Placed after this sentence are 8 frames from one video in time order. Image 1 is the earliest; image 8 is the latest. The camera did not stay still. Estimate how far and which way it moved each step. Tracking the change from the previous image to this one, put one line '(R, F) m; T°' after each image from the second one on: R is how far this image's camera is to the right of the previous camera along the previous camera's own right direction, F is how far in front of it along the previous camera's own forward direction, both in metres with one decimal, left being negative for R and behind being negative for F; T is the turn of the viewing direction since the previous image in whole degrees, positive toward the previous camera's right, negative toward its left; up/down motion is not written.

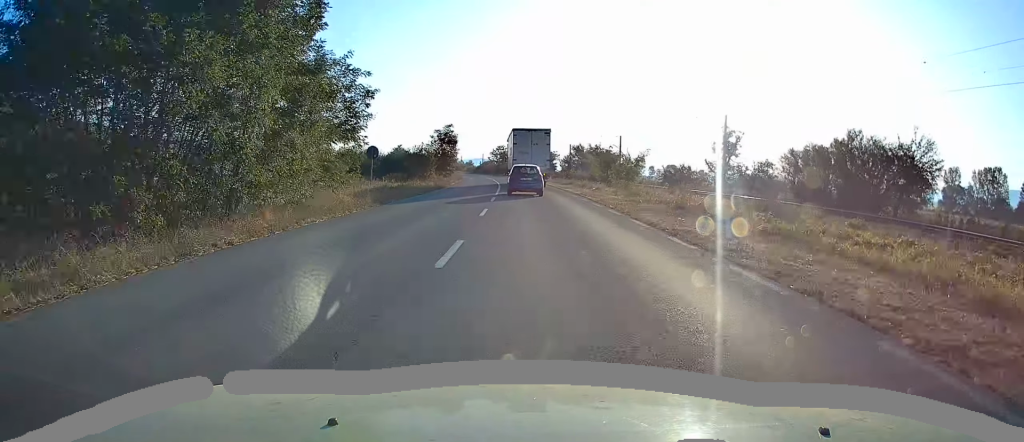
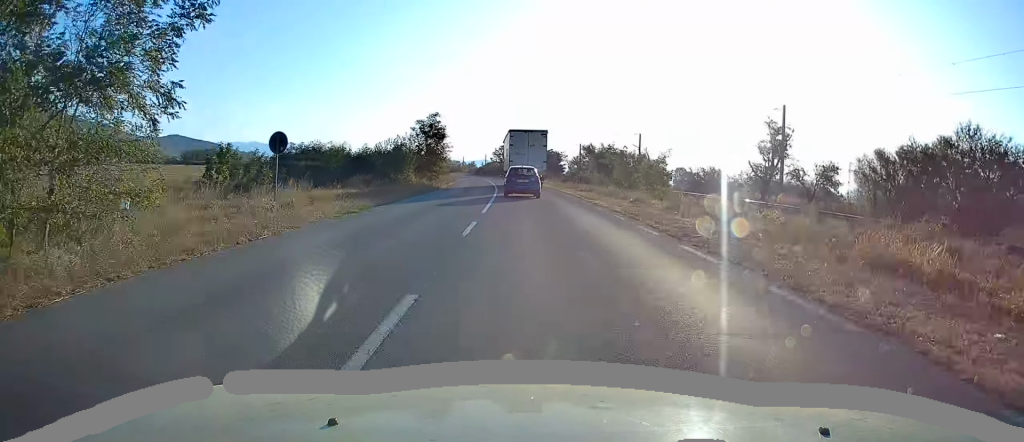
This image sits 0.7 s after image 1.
(-0.3, +13.7) m; -1°
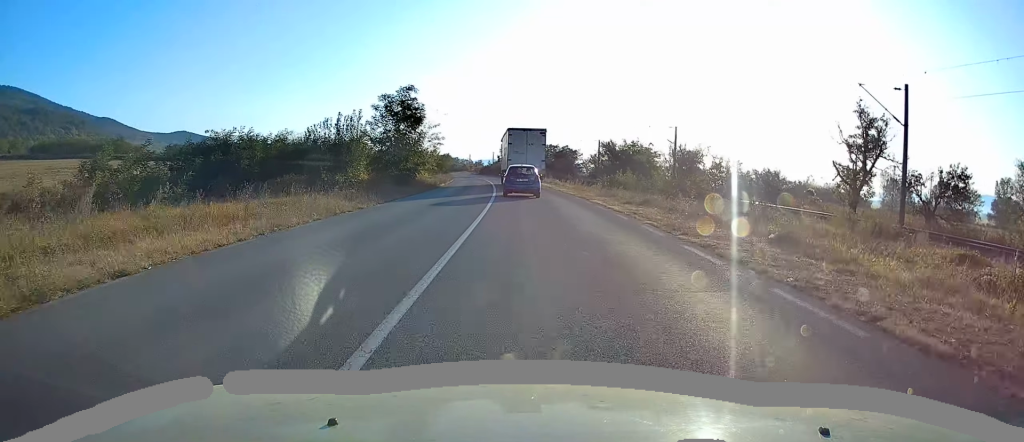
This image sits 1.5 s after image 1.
(0.0, +16.4) m; -1°
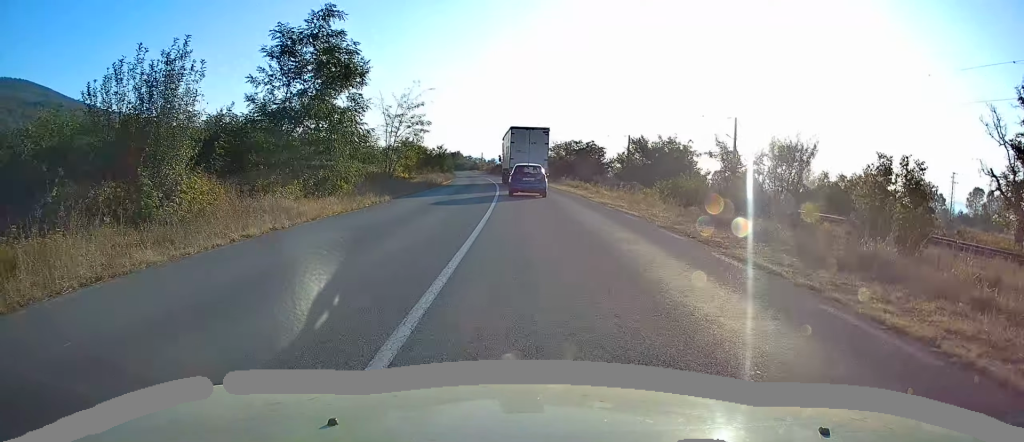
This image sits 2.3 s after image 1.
(-0.2, +17.0) m; -1°
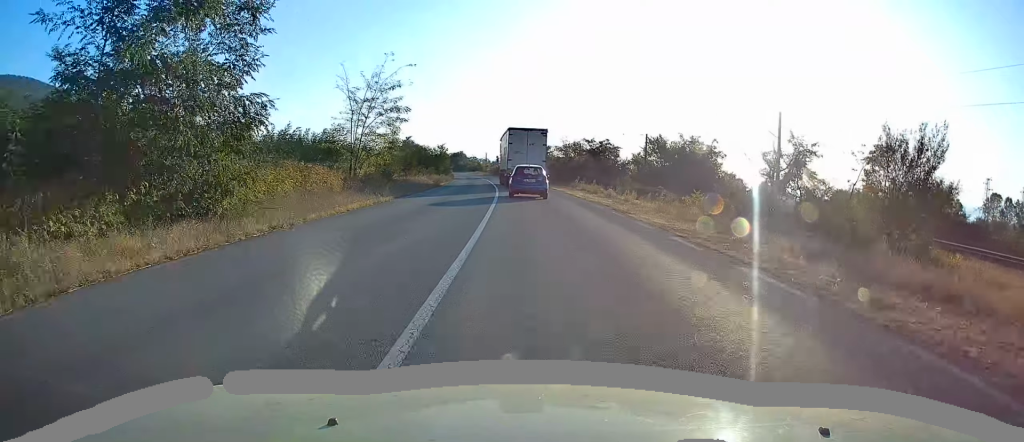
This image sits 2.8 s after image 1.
(-0.1, +9.5) m; -1°
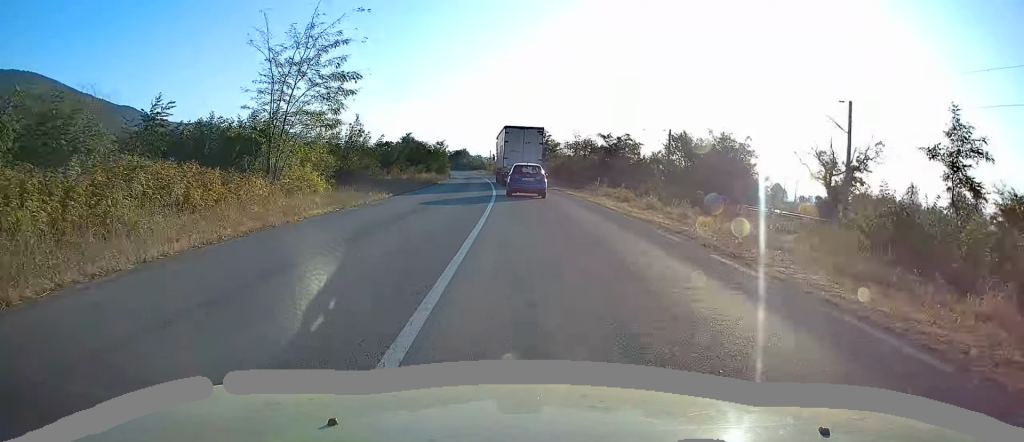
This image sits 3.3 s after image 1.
(0.0, +10.8) m; 0°
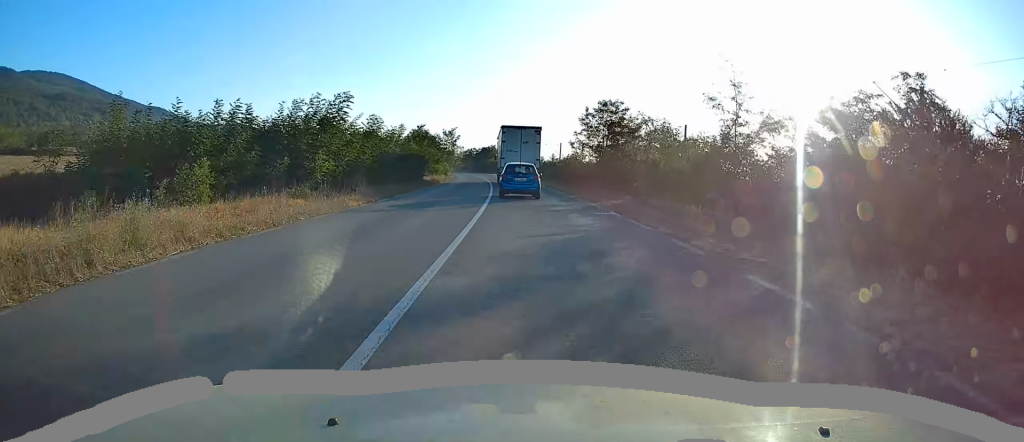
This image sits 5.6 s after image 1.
(-0.8, +46.6) m; -3°
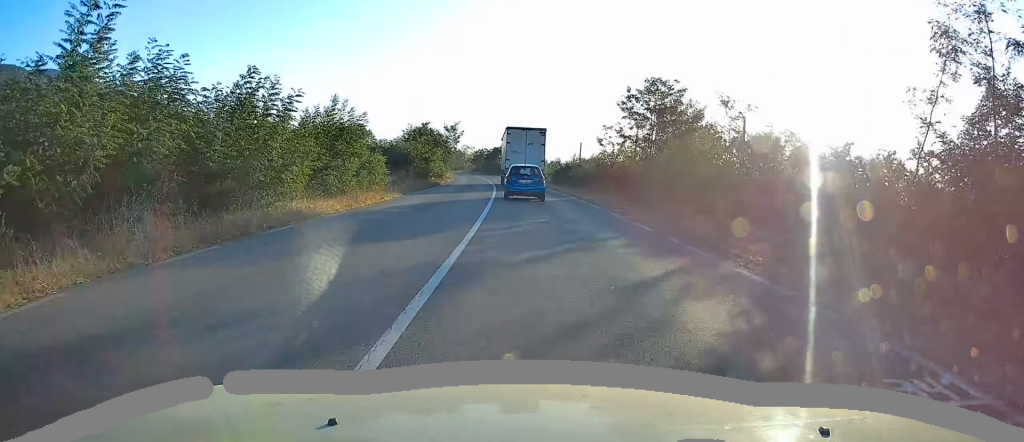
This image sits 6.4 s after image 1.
(-0.3, +15.4) m; -1°
